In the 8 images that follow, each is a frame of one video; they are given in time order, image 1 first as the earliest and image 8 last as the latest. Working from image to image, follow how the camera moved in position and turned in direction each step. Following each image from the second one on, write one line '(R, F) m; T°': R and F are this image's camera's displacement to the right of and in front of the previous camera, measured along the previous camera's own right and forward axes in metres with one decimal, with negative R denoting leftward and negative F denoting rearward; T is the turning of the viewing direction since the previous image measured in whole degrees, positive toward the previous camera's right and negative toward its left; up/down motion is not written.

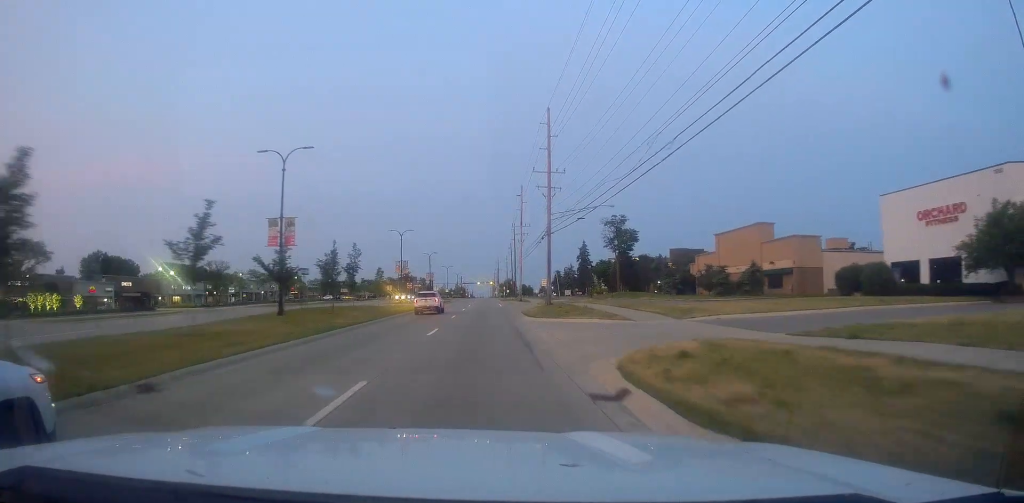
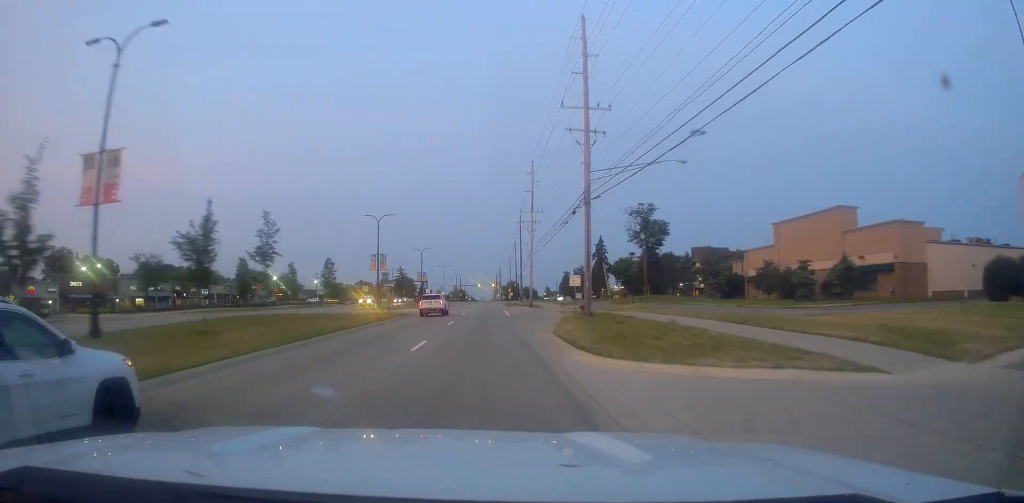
(-0.2, +20.0) m; 0°
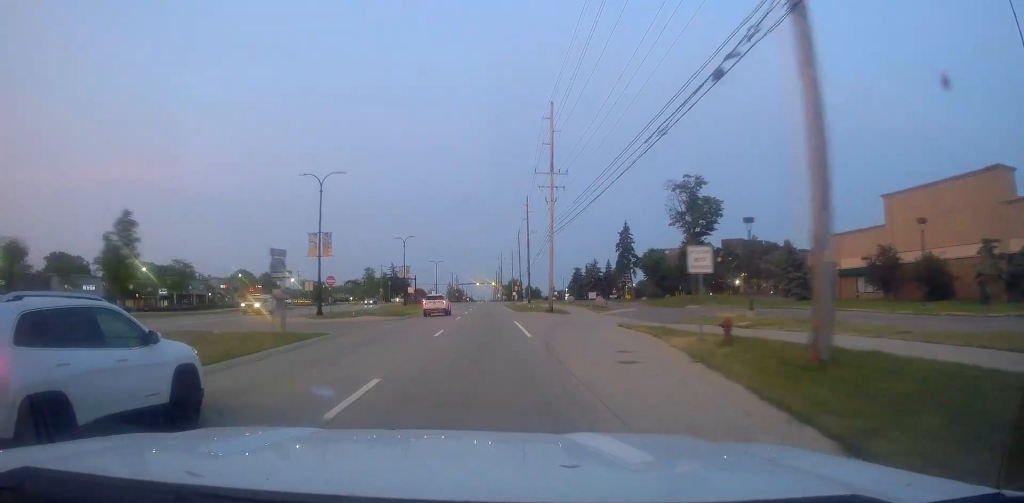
(+0.2, +24.3) m; -1°
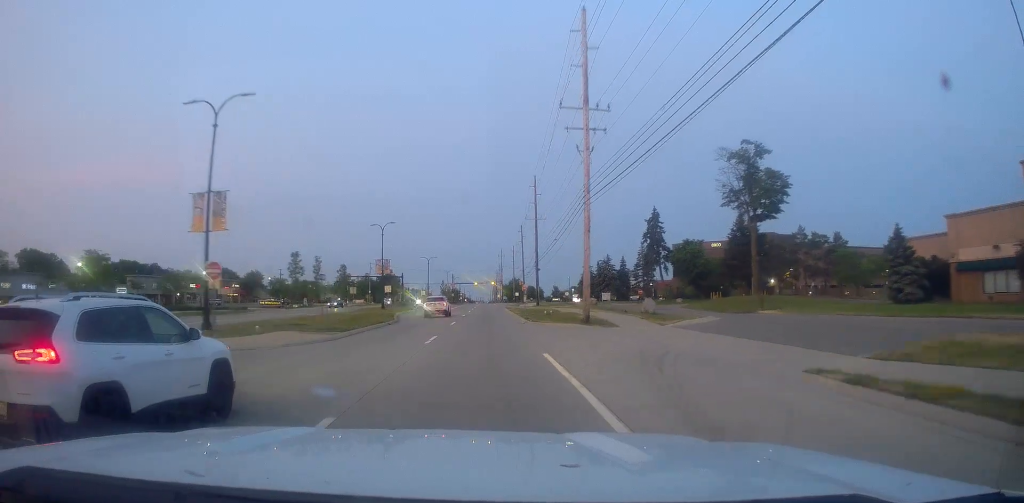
(-0.5, +19.1) m; 0°
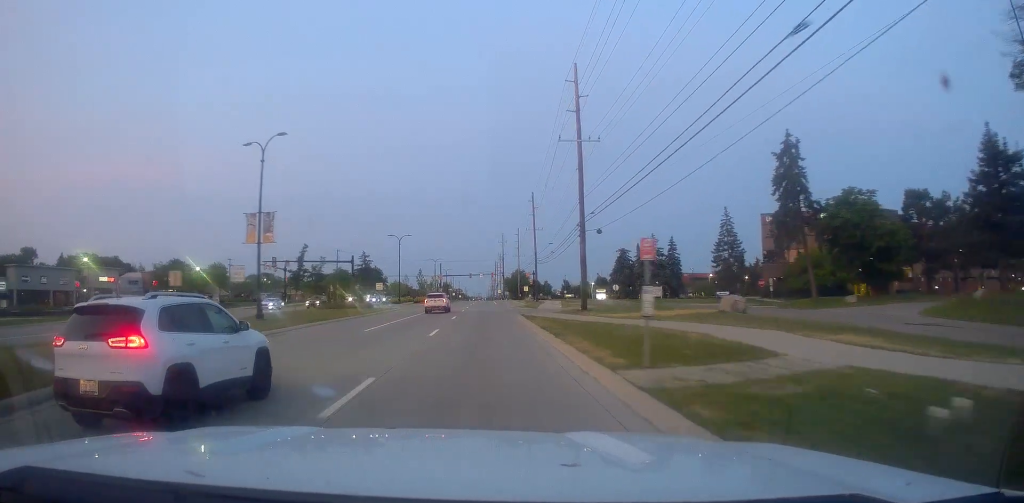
(0.0, +41.7) m; 0°
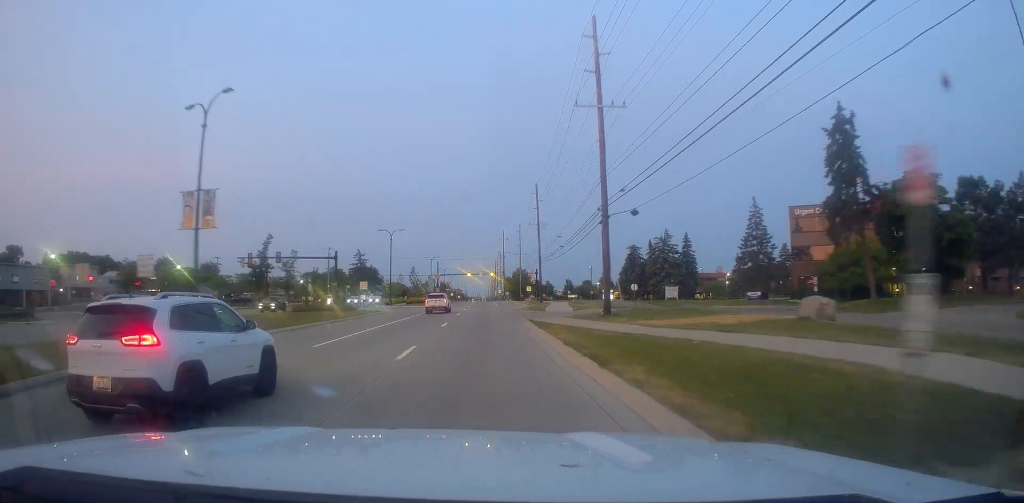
(-0.1, +8.2) m; 0°
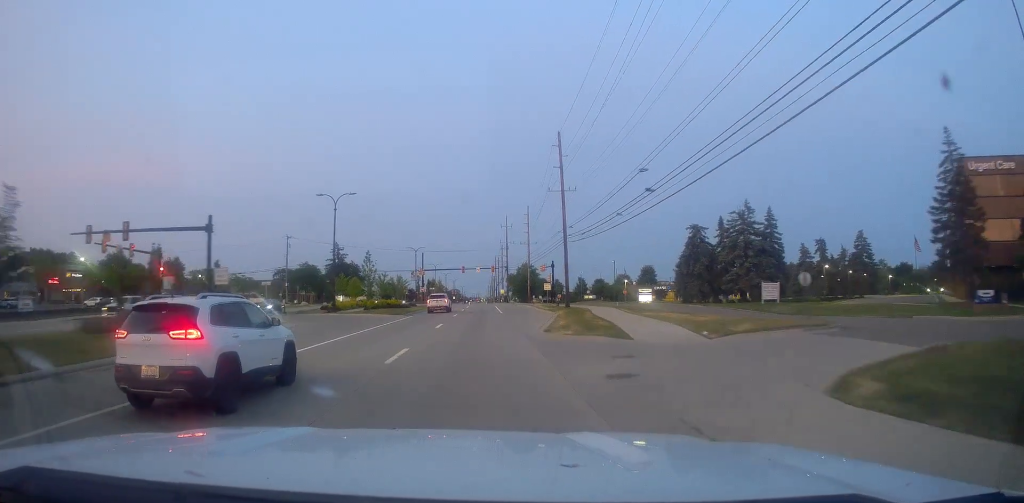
(+0.6, +31.5) m; +1°
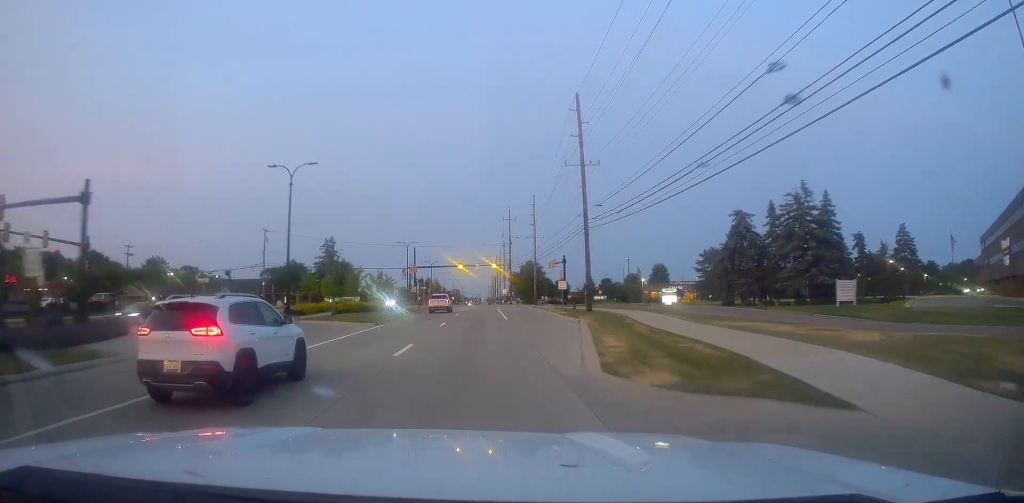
(0.0, +13.1) m; 0°
